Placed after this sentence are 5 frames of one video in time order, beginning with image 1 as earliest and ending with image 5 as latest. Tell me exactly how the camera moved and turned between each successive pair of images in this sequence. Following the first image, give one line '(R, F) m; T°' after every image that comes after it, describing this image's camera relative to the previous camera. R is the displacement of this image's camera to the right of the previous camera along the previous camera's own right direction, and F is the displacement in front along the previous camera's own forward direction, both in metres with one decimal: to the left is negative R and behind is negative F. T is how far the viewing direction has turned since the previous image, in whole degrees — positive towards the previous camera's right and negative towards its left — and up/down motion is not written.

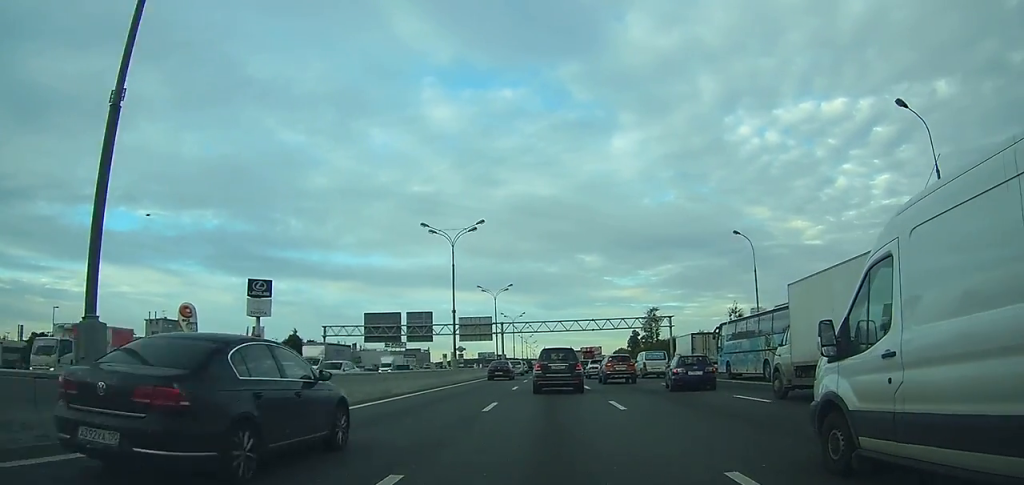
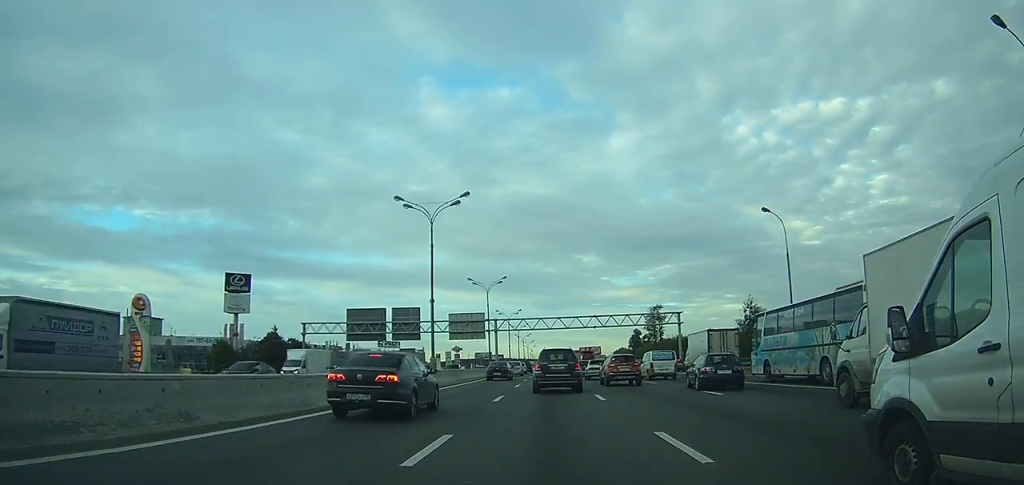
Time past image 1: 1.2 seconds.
(-0.1, +7.3) m; 0°
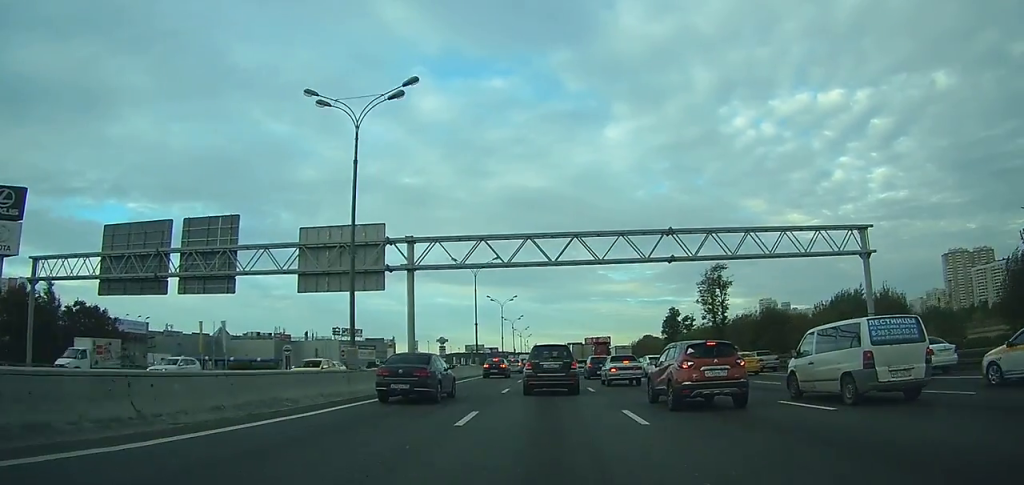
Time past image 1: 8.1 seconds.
(+0.1, +55.3) m; -1°
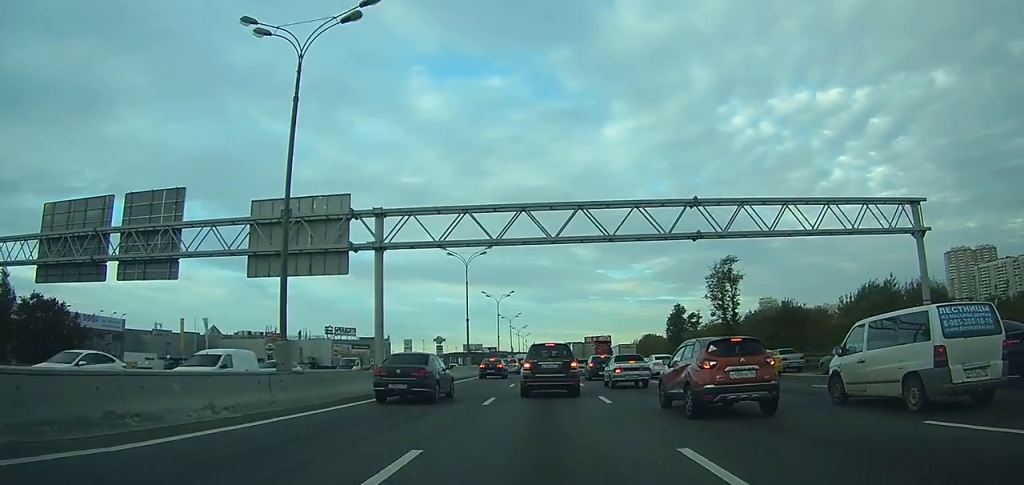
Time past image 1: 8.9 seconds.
(0.0, +6.6) m; 0°
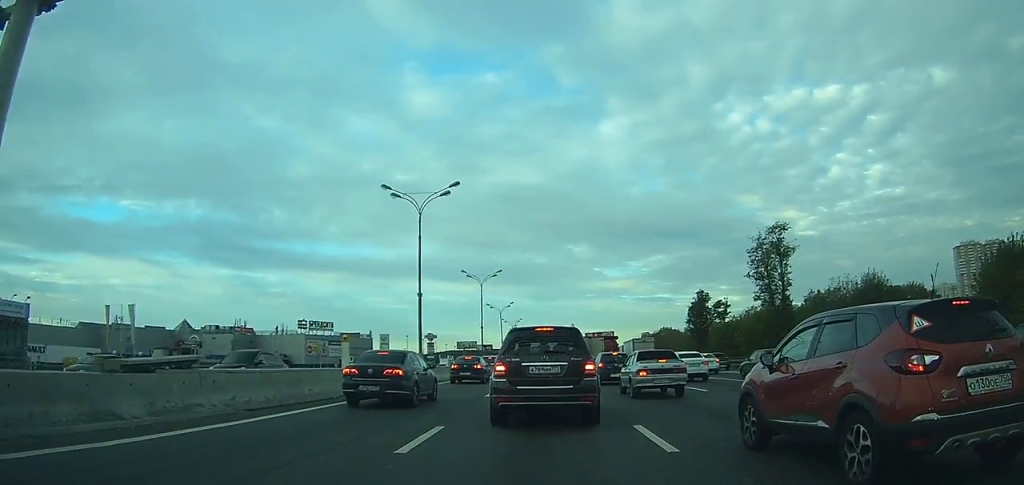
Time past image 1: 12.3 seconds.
(-0.2, +21.2) m; -1°
